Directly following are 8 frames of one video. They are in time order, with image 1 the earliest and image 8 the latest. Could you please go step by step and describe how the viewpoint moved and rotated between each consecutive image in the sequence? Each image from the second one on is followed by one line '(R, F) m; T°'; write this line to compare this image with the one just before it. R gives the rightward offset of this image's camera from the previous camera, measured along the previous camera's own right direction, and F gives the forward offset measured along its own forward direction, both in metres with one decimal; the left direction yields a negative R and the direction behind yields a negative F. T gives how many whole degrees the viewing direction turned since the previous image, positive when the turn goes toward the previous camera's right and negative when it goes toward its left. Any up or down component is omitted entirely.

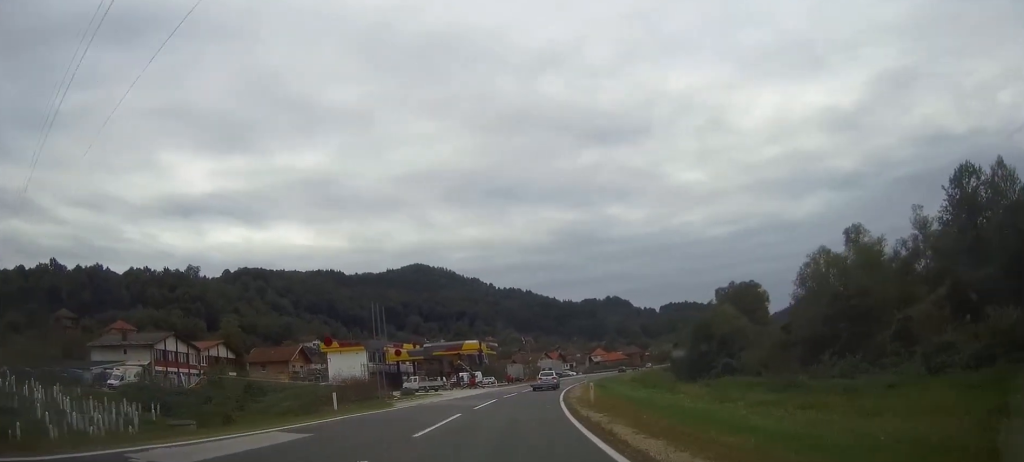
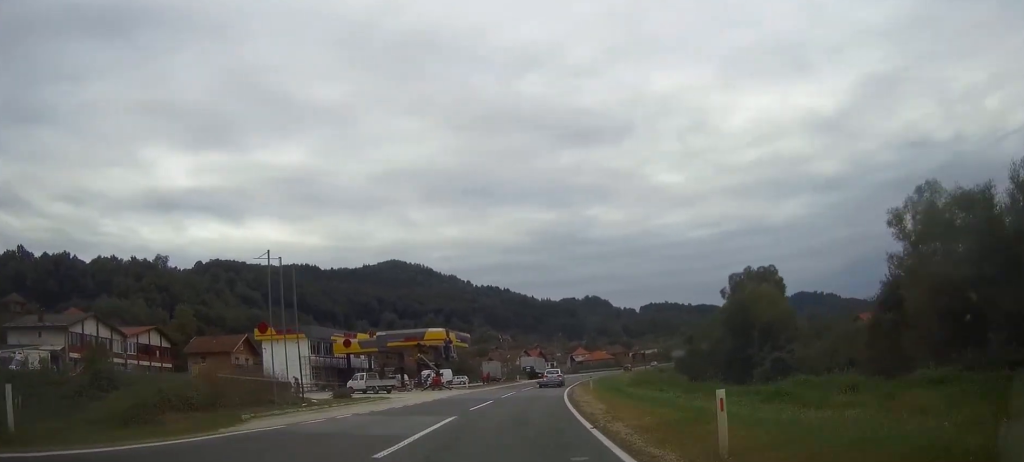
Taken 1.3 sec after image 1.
(+0.2, +19.0) m; +2°
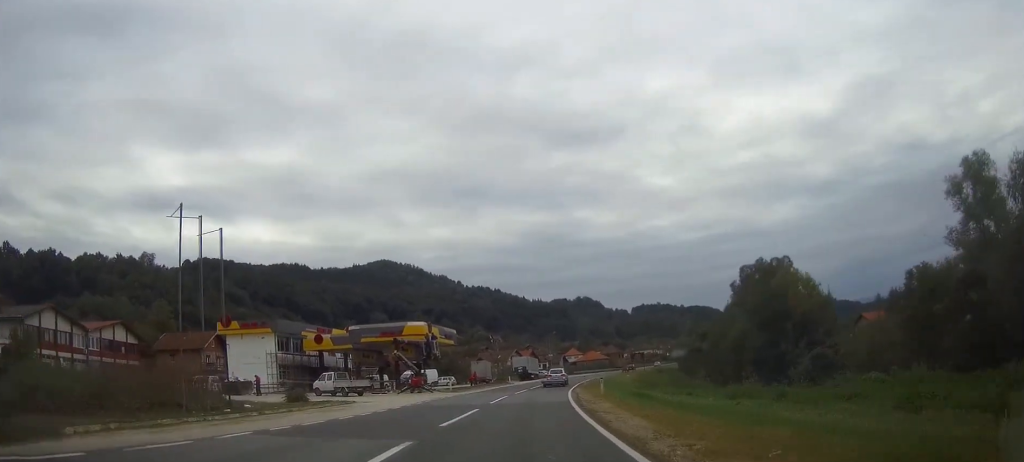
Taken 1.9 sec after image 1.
(+0.1, +8.8) m; +1°
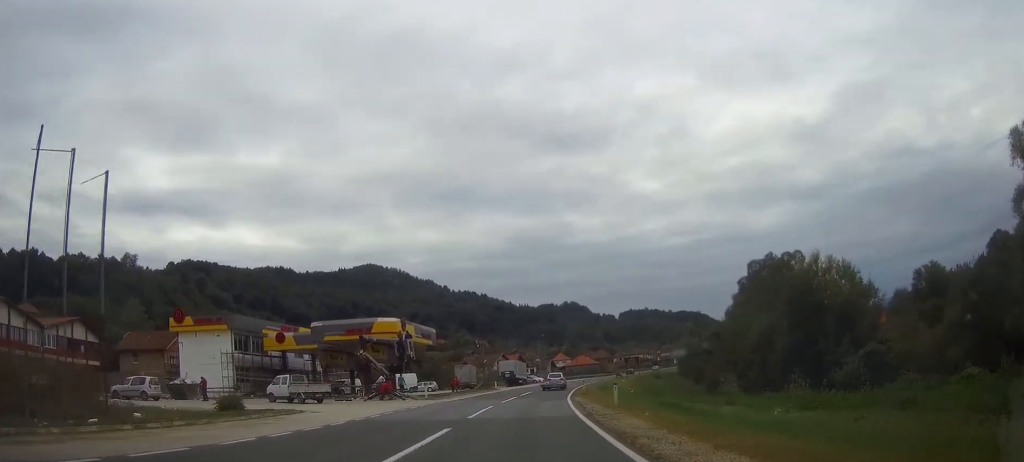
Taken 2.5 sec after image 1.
(0.0, +8.4) m; +1°
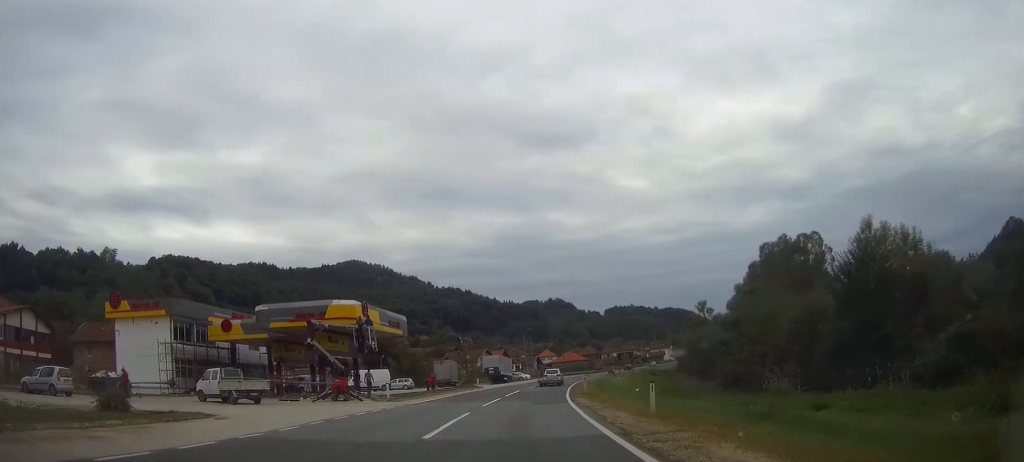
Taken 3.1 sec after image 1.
(0.0, +9.5) m; +1°
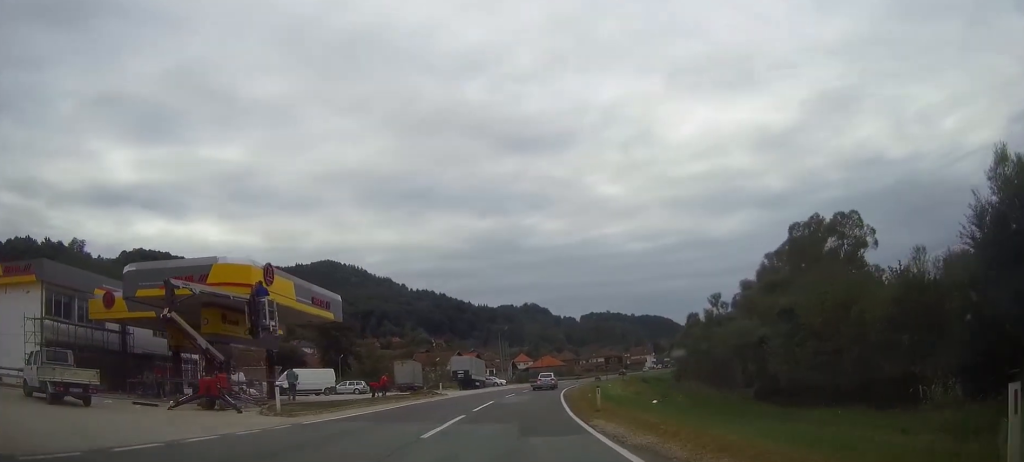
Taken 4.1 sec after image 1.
(+0.4, +14.8) m; +2°
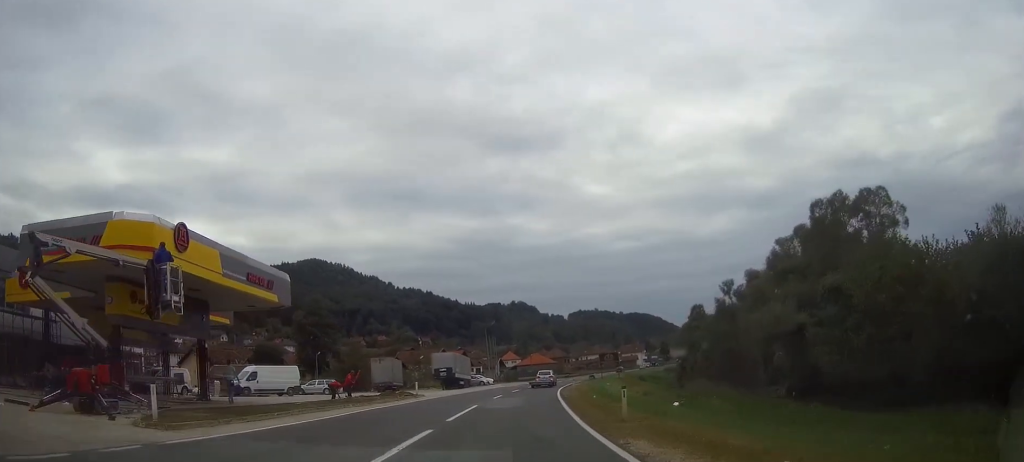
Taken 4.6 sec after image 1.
(+0.1, +7.8) m; +1°
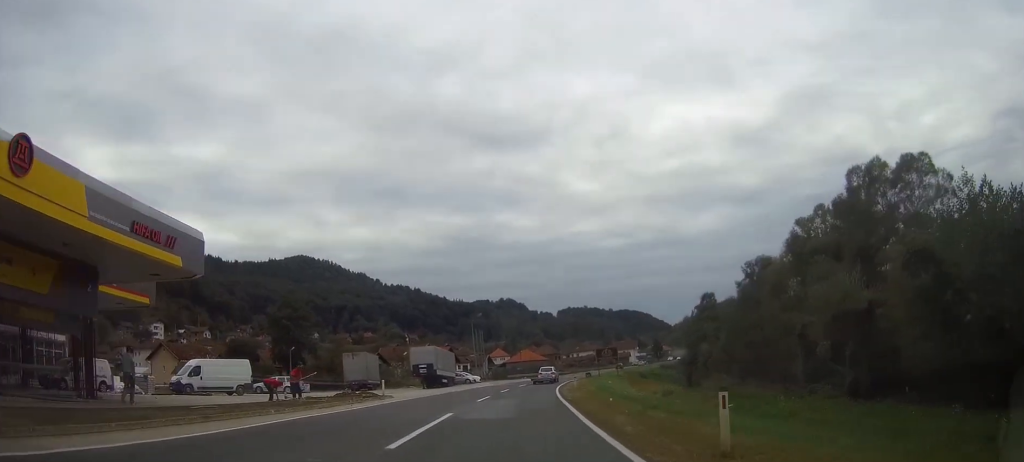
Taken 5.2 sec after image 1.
(0.0, +8.9) m; +1°
